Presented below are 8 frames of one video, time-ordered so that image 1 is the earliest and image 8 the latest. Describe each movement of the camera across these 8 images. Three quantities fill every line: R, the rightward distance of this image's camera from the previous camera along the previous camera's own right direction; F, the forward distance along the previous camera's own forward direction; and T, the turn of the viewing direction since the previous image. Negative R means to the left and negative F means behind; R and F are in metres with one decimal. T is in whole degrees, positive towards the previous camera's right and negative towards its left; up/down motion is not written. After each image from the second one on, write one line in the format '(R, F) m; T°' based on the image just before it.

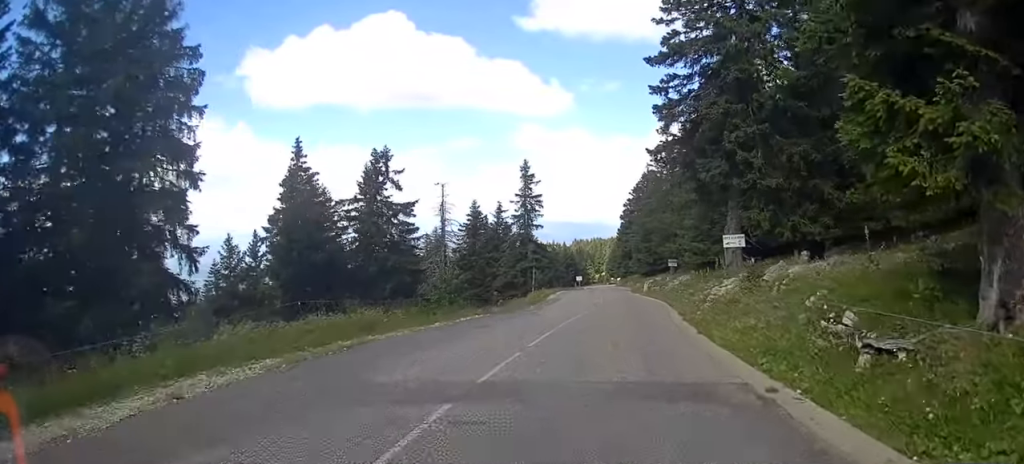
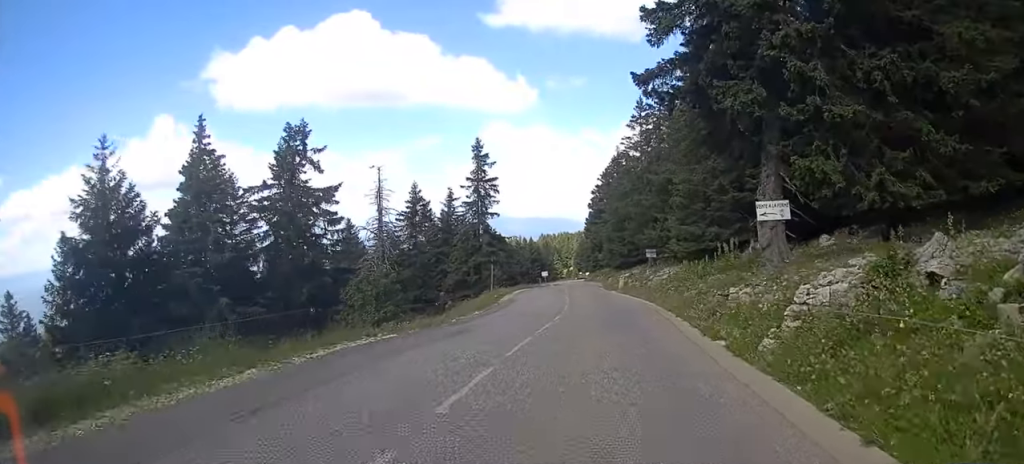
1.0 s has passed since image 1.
(+0.5, +9.5) m; +5°
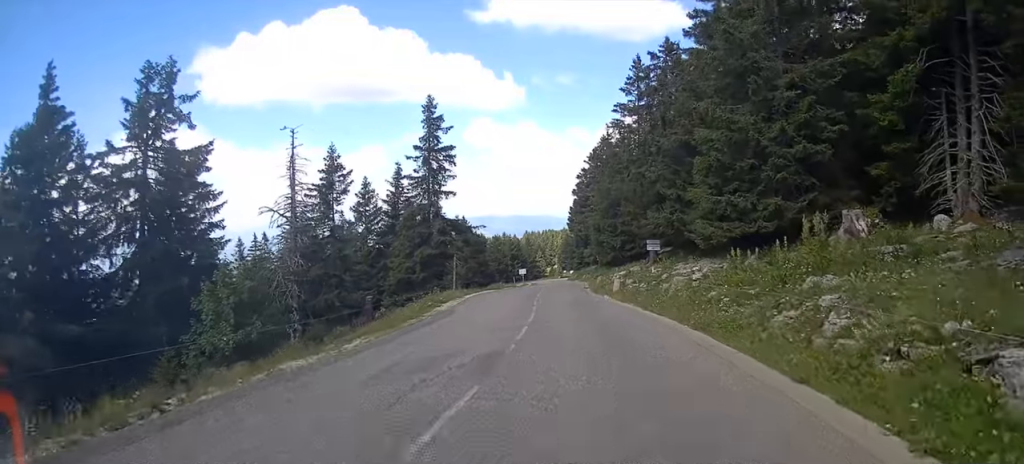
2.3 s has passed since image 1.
(+0.5, +14.4) m; +2°
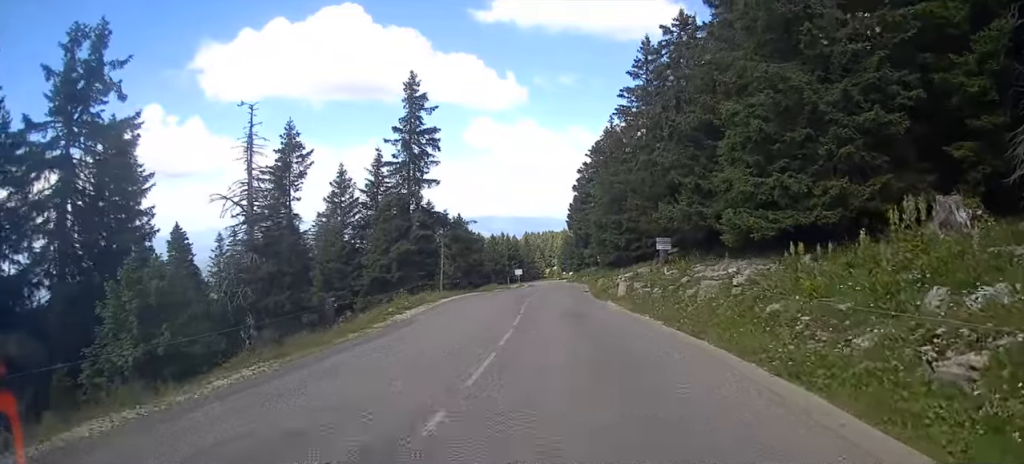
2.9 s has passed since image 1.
(0.0, +6.2) m; 0°
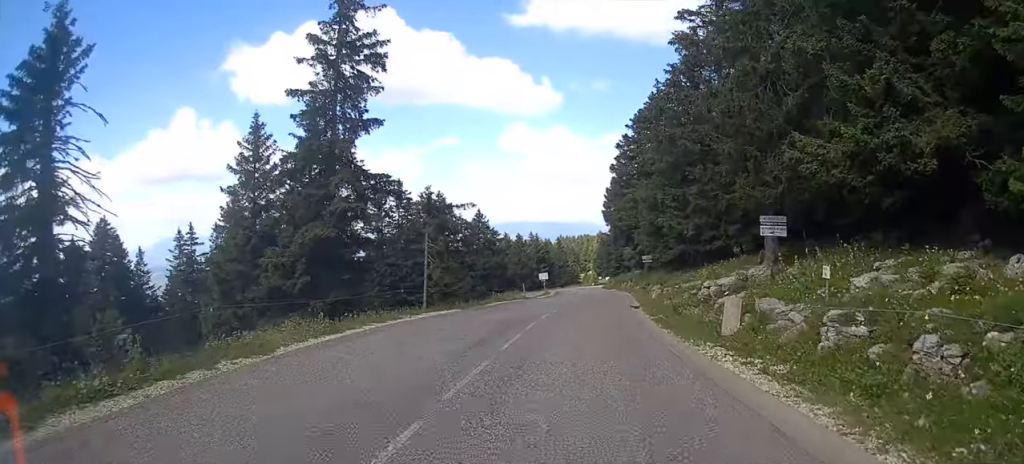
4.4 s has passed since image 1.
(-0.3, +18.5) m; -2°
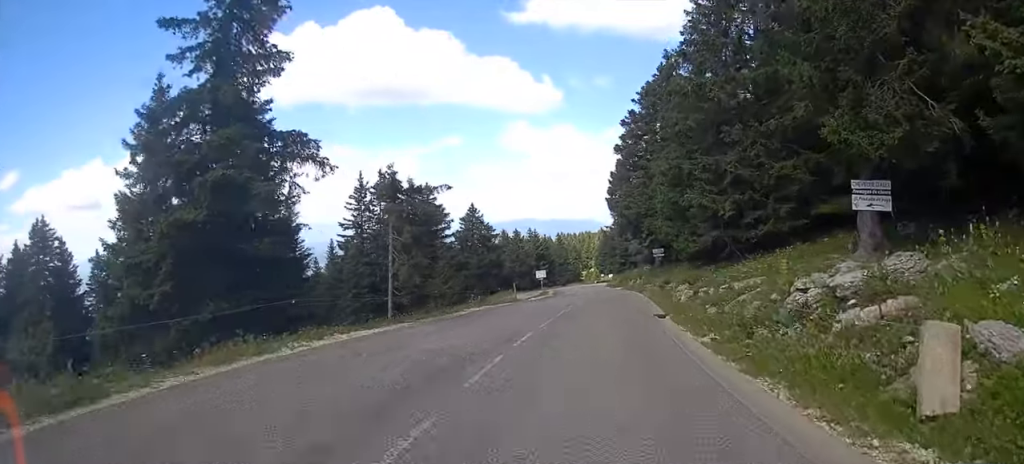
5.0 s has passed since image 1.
(0.0, +8.4) m; +1°
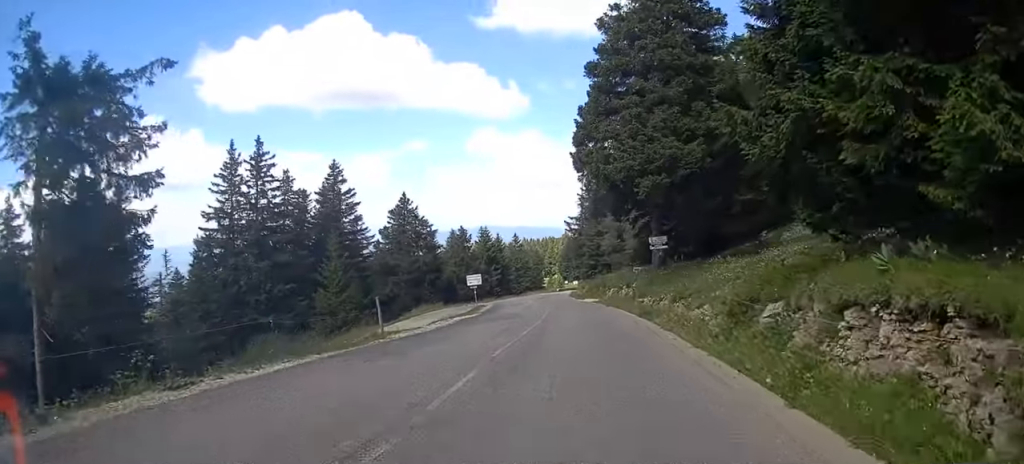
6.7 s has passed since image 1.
(+0.4, +22.9) m; +1°
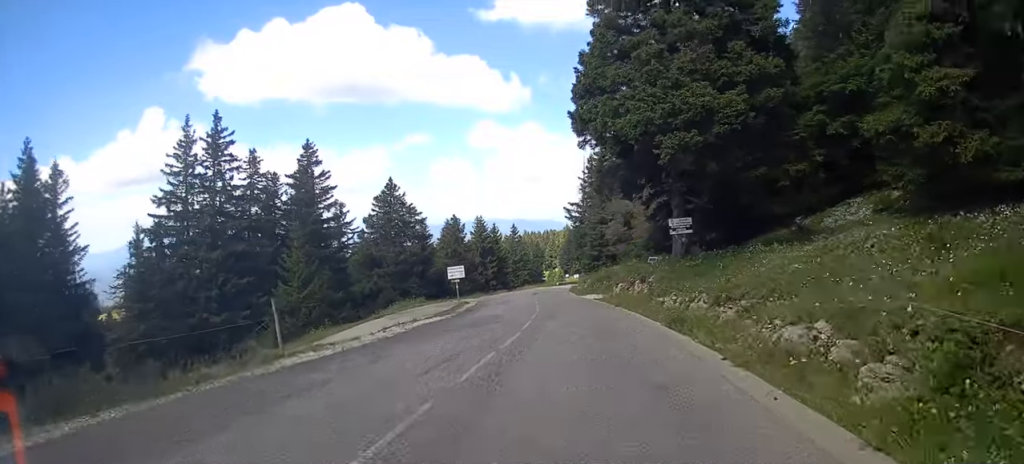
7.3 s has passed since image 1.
(-0.1, +7.5) m; 0°
